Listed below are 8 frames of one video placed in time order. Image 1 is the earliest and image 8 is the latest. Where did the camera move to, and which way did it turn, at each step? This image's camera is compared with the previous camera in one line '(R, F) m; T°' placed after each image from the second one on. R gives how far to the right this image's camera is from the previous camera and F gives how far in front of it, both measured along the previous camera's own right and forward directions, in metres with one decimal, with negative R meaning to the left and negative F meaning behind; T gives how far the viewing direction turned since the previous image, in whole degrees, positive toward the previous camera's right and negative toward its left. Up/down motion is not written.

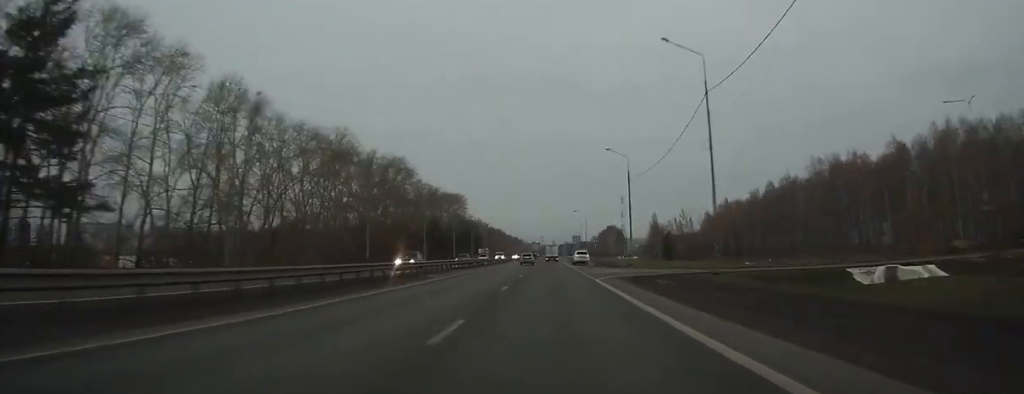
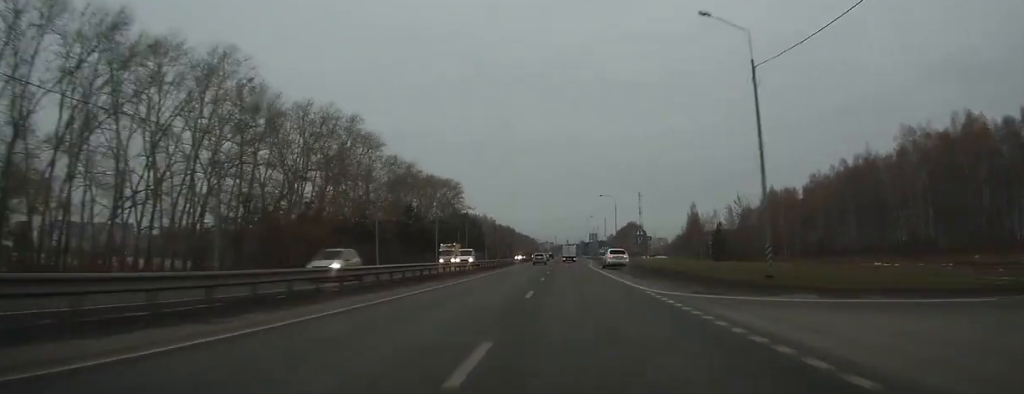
(0.0, +39.1) m; 0°
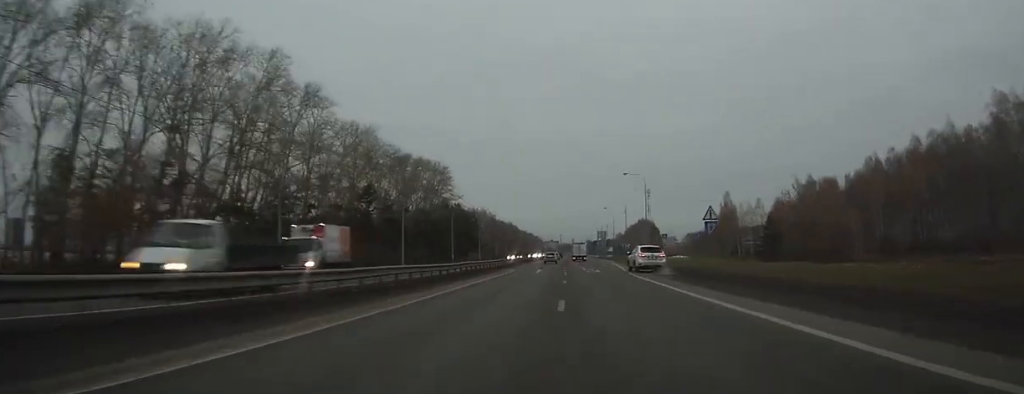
(0.0, +29.0) m; 0°
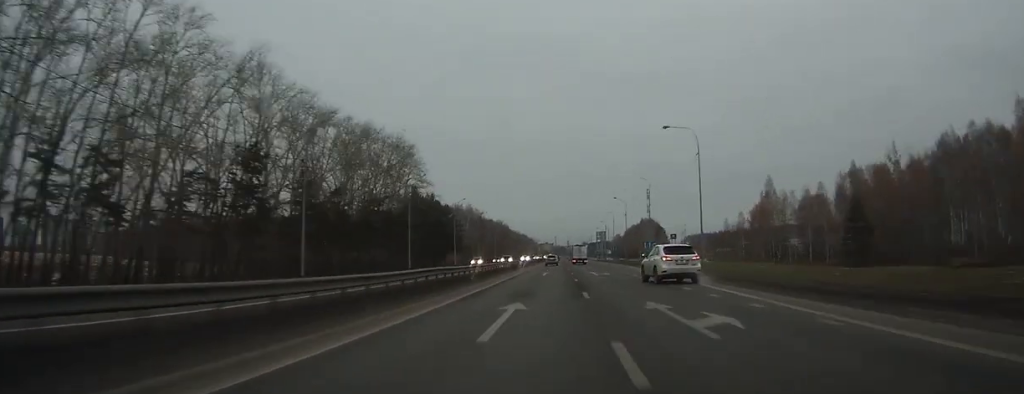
(0.0, +32.0) m; 0°
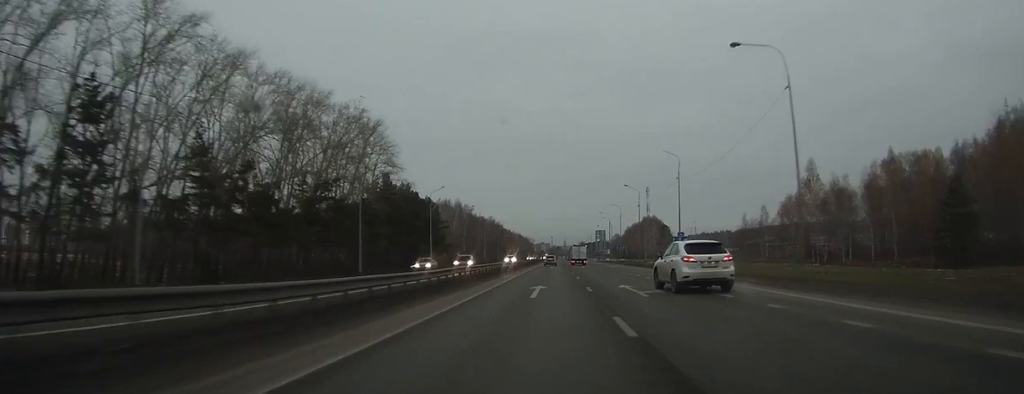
(-0.1, +20.7) m; 0°
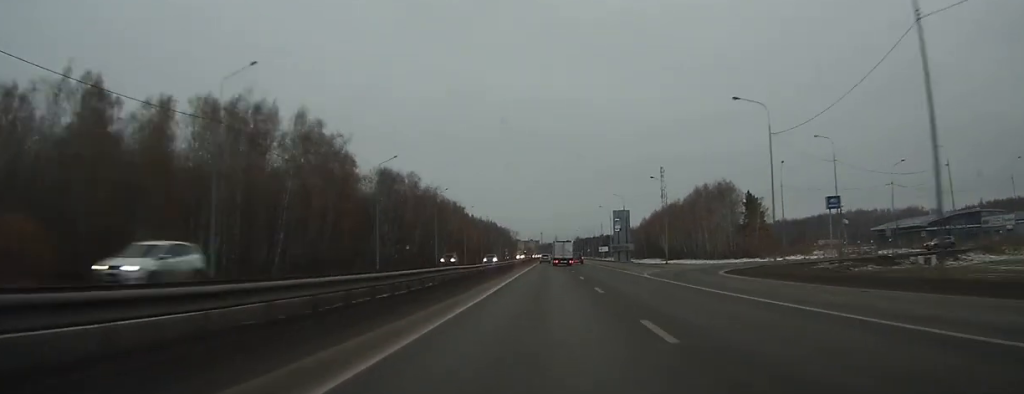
(+1.0, +132.0) m; +1°
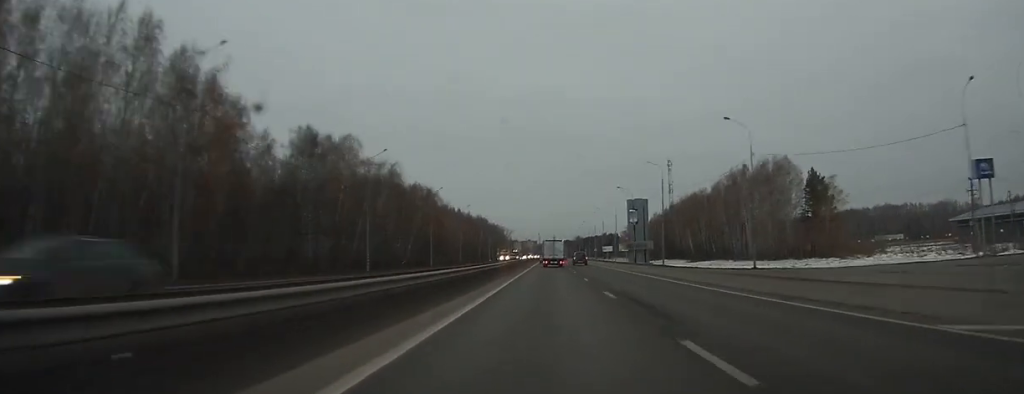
(+0.1, +37.8) m; +1°
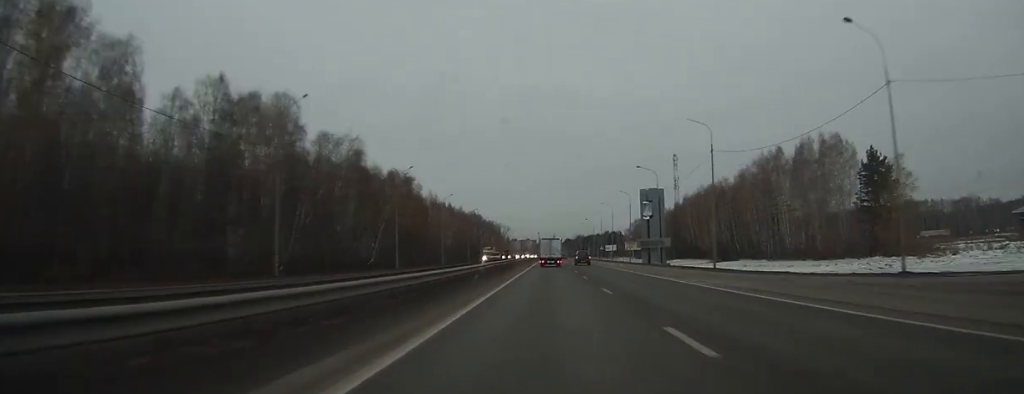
(+0.4, +21.7) m; 0°
